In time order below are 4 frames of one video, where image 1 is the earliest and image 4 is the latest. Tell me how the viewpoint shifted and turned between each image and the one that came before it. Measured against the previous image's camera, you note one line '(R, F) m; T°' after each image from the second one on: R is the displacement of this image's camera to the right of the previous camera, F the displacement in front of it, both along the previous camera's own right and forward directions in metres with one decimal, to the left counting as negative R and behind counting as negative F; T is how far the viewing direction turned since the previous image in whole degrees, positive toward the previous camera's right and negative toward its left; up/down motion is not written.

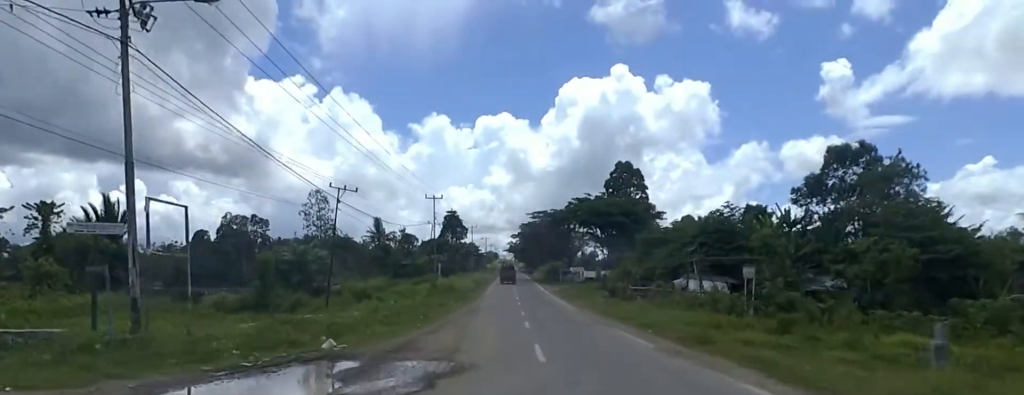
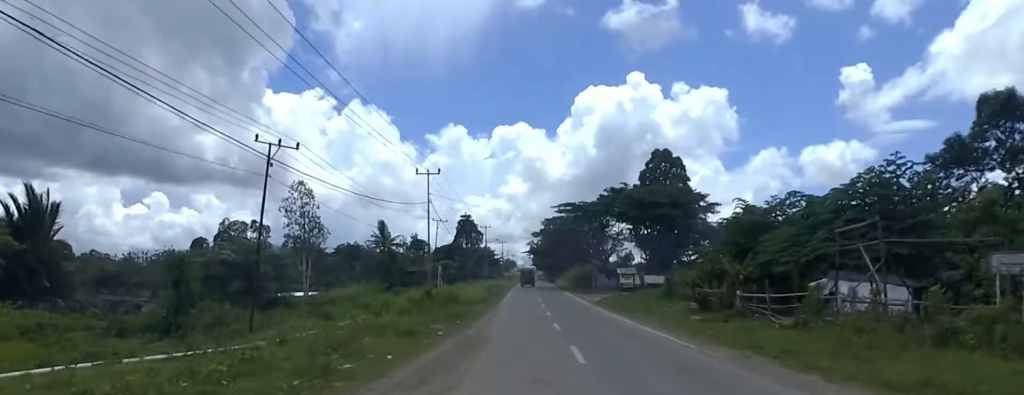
(0.0, +16.0) m; +4°
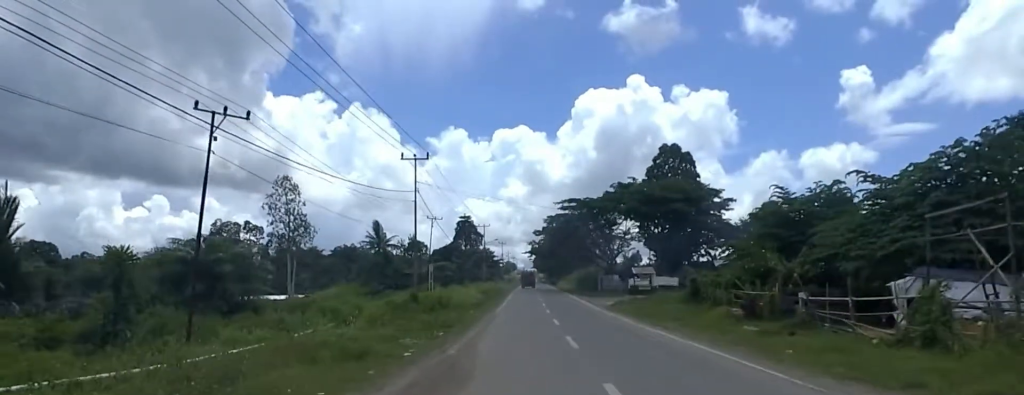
(+0.1, +5.4) m; +1°
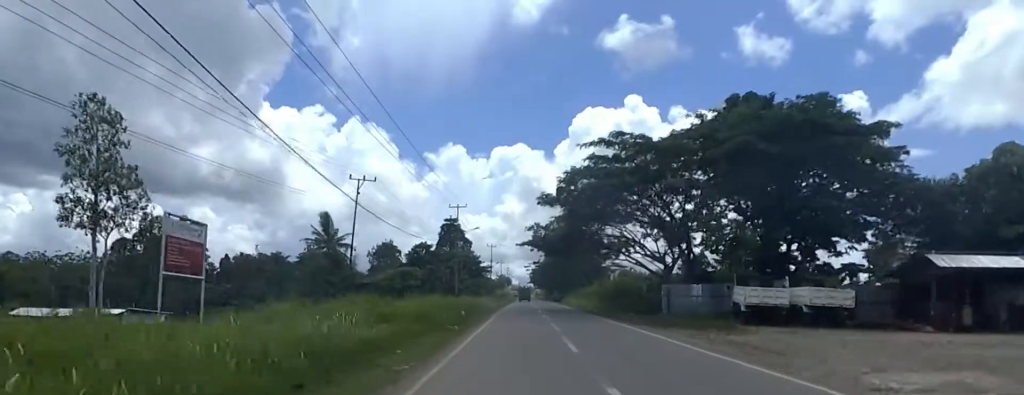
(-2.5, +33.2) m; -5°
